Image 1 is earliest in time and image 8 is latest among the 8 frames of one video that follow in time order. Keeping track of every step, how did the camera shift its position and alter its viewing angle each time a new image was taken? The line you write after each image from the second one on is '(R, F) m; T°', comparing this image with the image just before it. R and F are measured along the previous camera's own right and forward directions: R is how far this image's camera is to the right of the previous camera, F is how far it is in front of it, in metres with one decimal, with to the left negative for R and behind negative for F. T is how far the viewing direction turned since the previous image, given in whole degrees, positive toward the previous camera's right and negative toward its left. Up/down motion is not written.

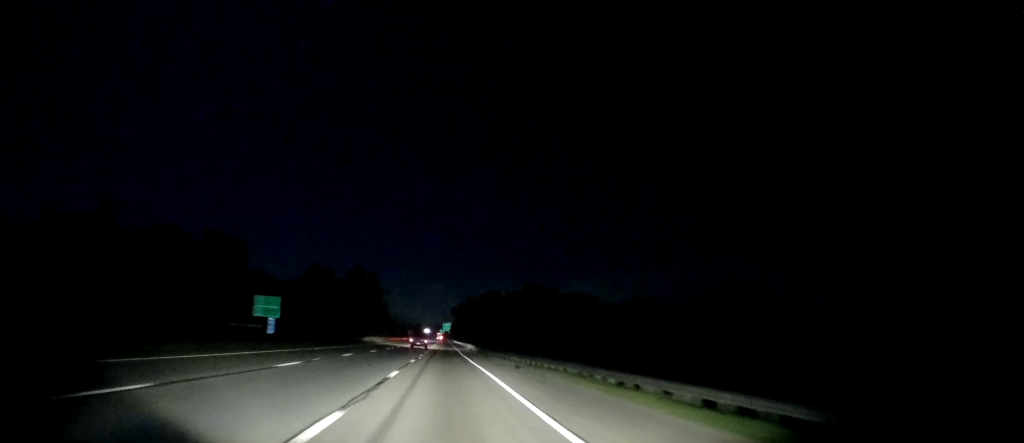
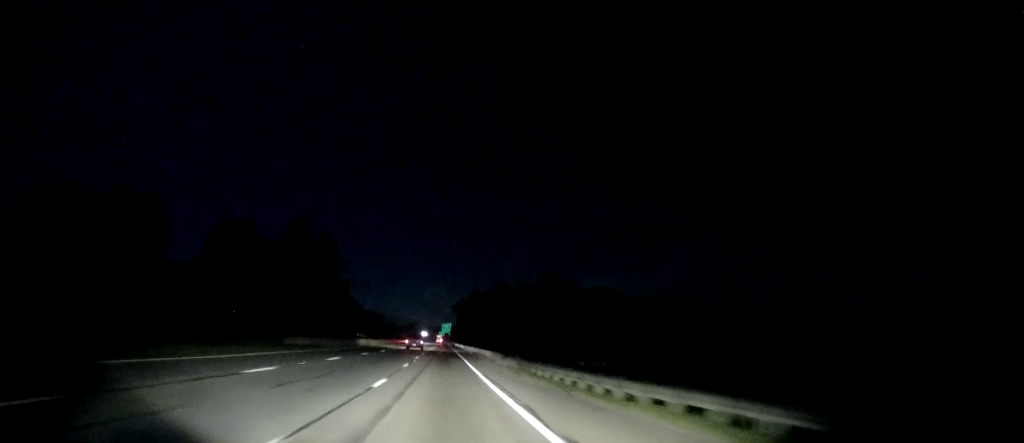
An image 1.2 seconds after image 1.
(0.0, +39.3) m; +1°
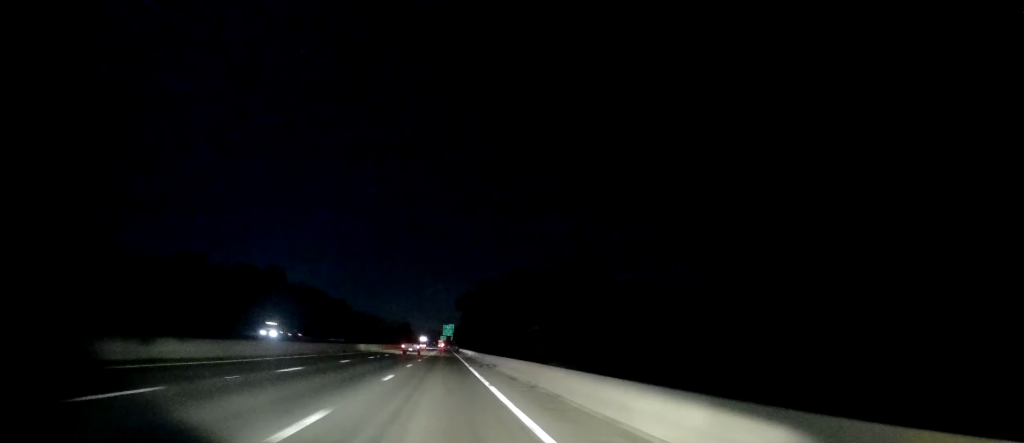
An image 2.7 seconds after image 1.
(+0.3, +46.6) m; -1°
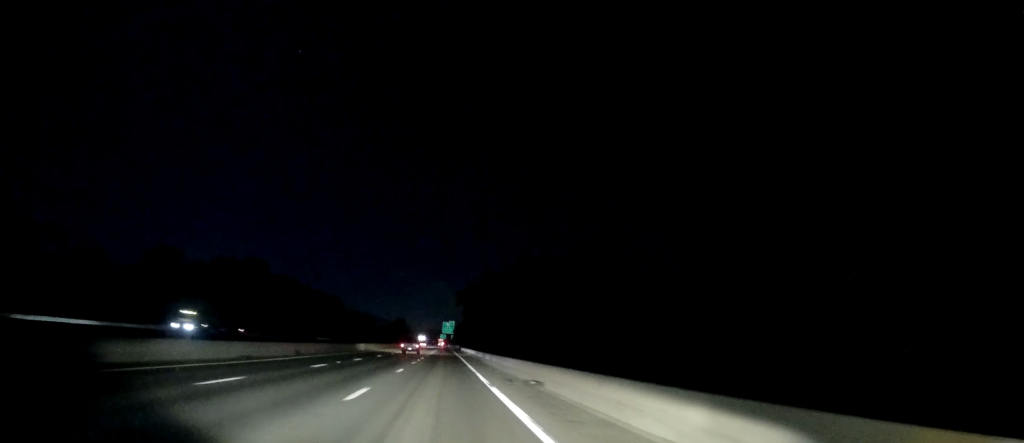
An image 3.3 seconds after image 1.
(-0.6, +18.7) m; 0°
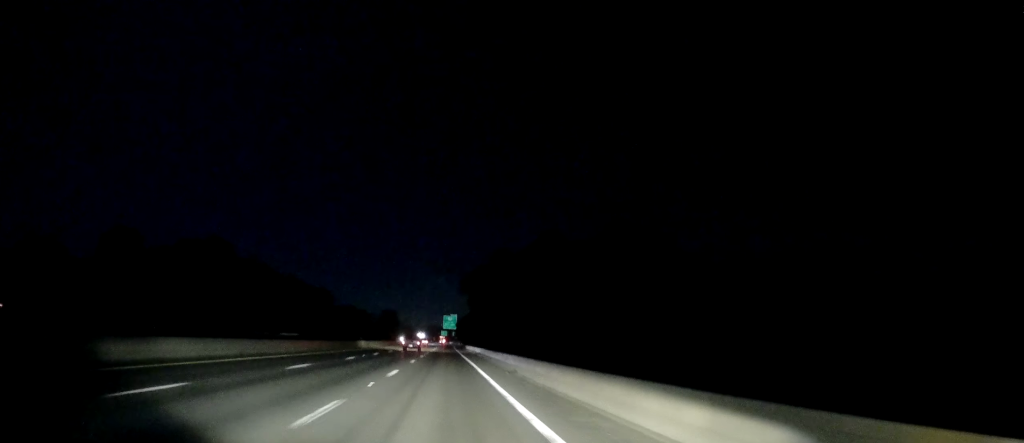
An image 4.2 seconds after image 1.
(-0.1, +28.3) m; 0°
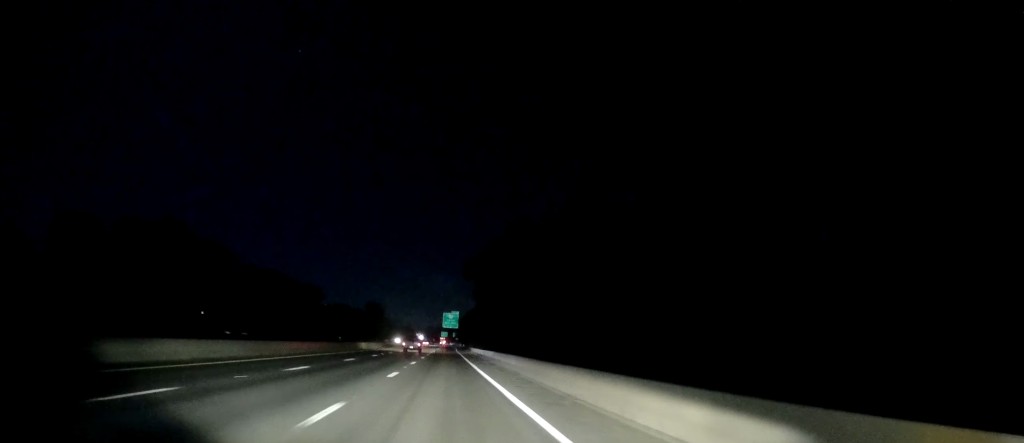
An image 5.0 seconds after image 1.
(+0.2, +25.2) m; 0°
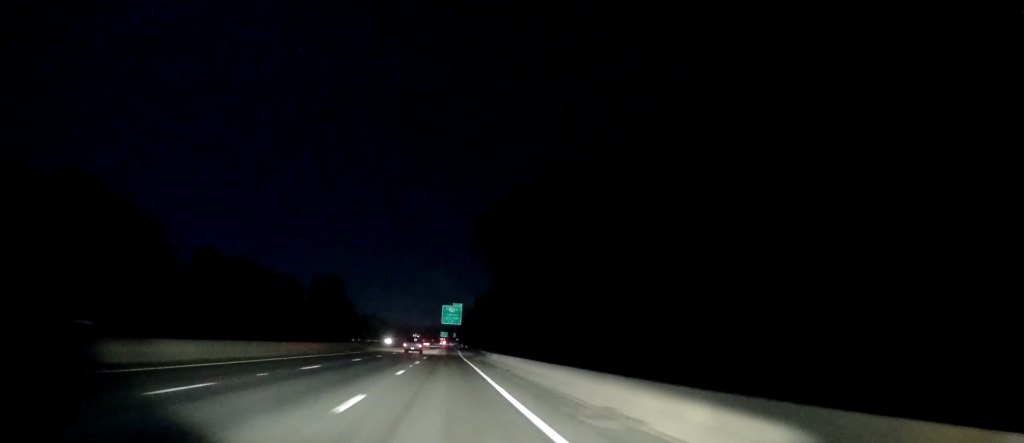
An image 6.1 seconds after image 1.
(-0.1, +34.5) m; 0°
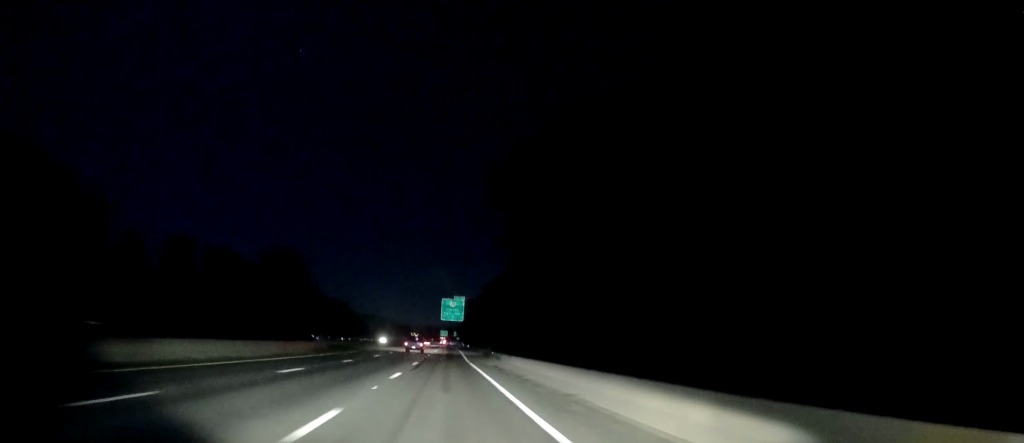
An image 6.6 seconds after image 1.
(0.0, +15.6) m; 0°
